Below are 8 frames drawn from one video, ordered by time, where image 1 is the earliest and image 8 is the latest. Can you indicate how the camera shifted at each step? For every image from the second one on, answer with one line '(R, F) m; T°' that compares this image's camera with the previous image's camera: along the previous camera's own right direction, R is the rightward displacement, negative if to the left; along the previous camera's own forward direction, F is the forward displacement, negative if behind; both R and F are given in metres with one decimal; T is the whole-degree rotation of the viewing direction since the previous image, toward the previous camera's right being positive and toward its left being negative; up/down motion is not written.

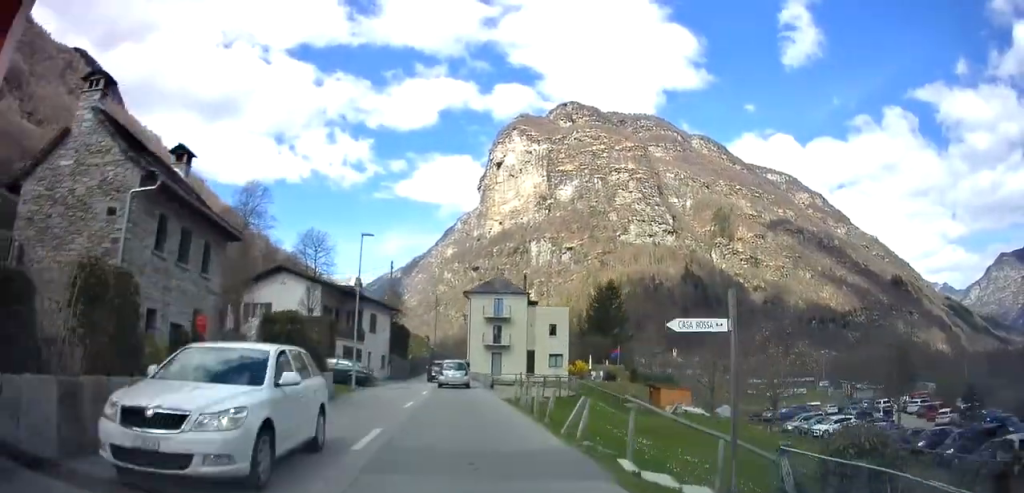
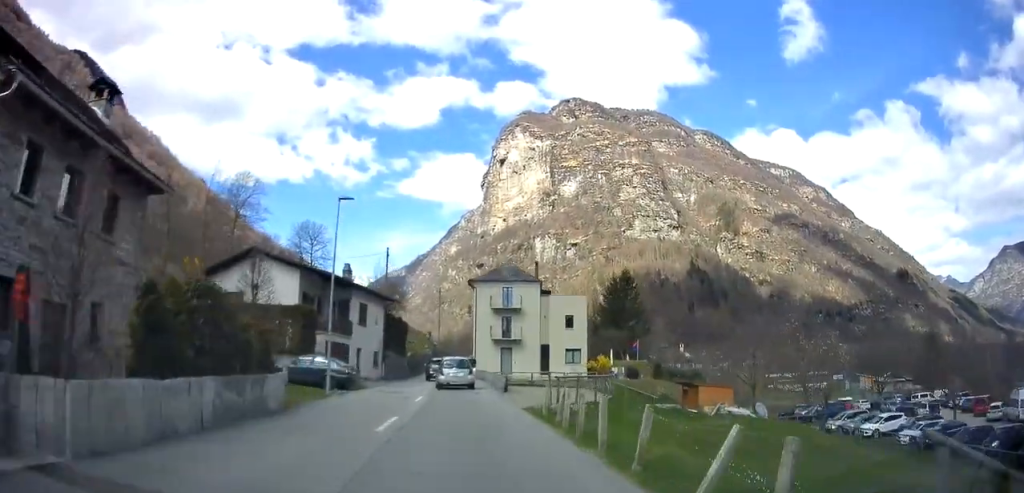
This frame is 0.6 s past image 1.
(-0.1, +6.3) m; -1°
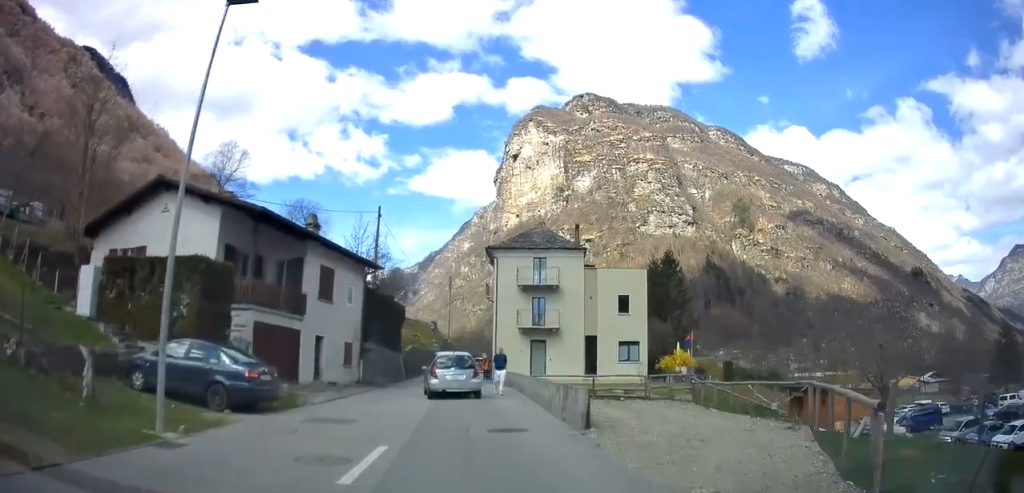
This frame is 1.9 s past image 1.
(-0.2, +13.6) m; -2°
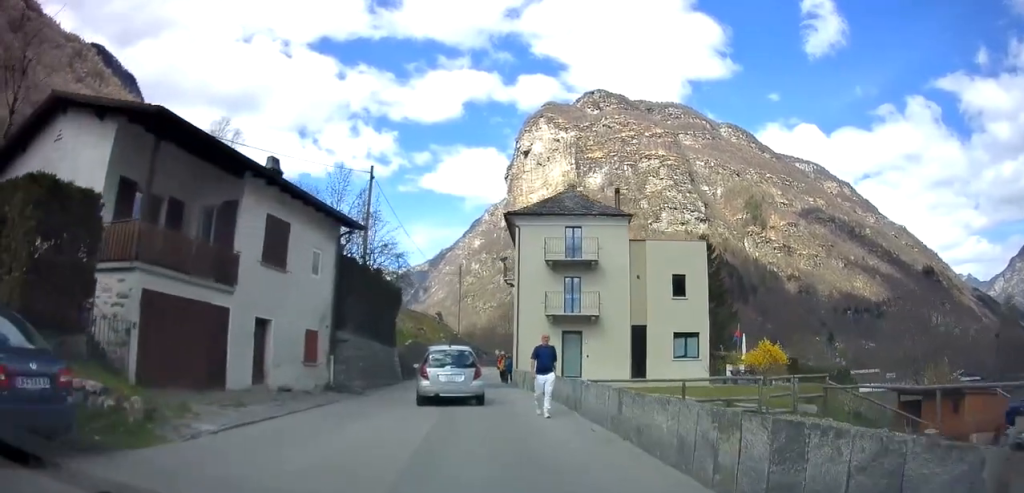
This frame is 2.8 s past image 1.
(-0.2, +8.7) m; -4°
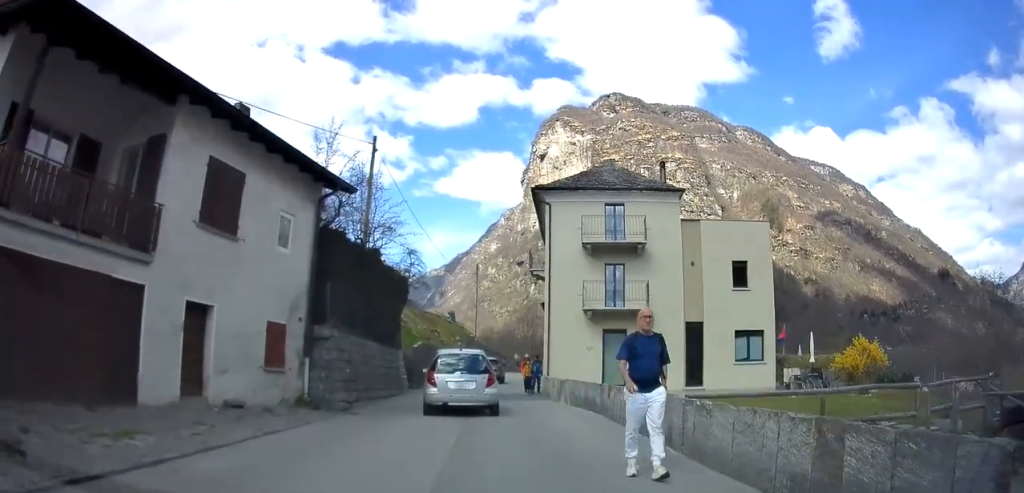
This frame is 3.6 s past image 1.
(-0.2, +5.9) m; -3°
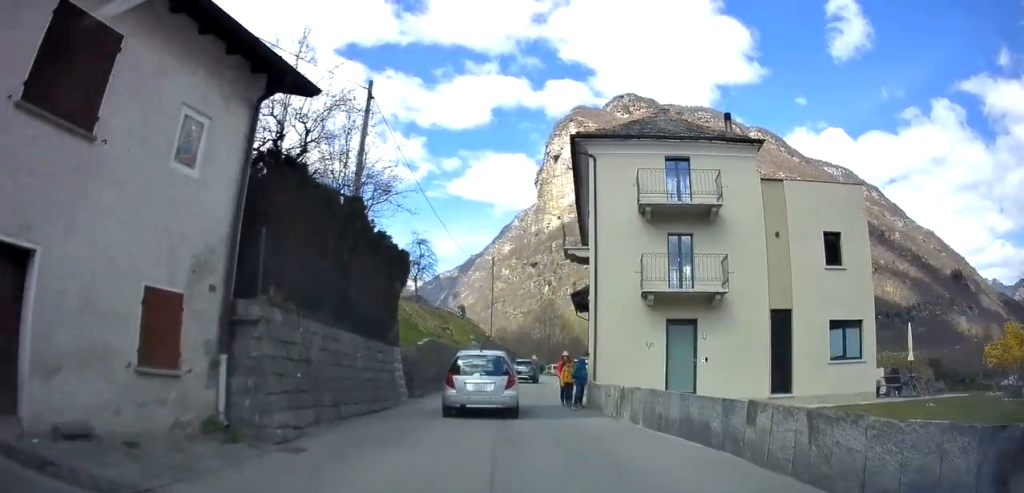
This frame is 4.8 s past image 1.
(-0.1, +6.7) m; +1°
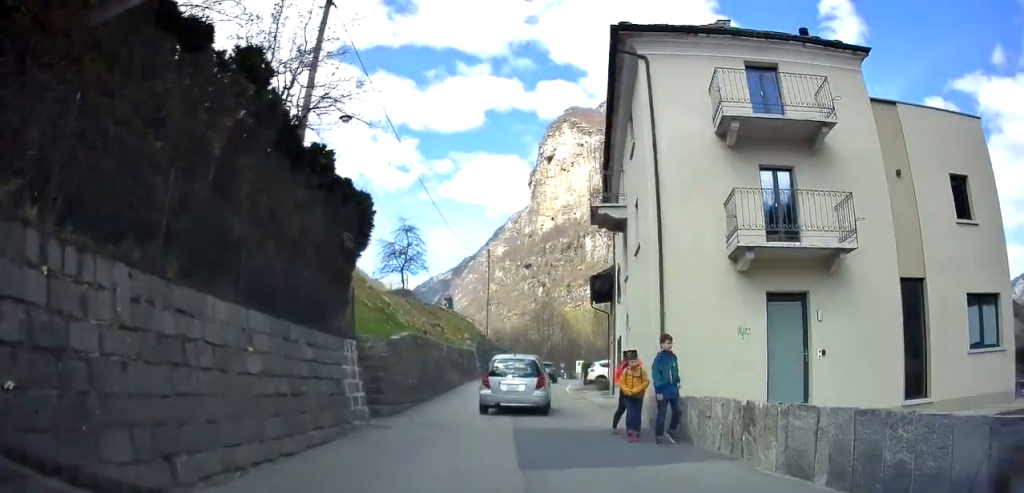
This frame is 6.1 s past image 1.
(+0.2, +6.8) m; +3°
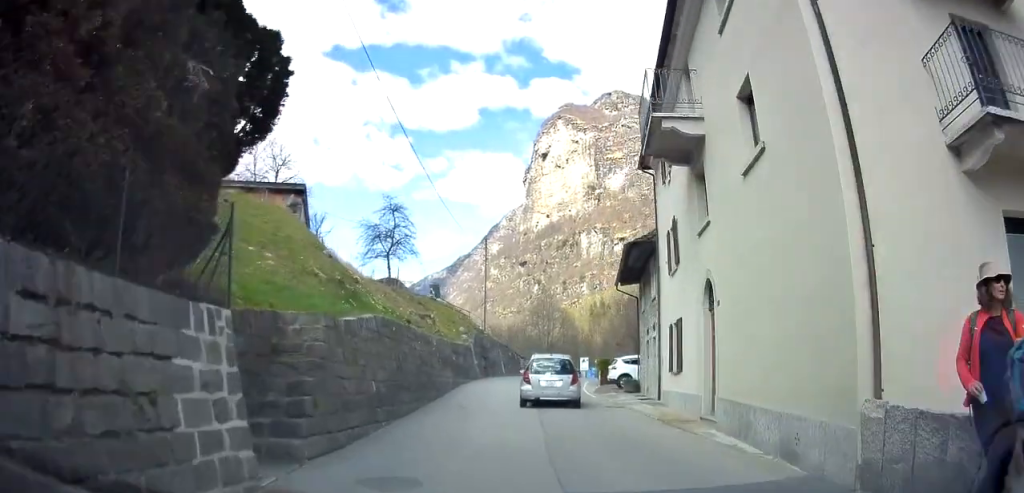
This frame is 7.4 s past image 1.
(+0.2, +6.2) m; +6°
